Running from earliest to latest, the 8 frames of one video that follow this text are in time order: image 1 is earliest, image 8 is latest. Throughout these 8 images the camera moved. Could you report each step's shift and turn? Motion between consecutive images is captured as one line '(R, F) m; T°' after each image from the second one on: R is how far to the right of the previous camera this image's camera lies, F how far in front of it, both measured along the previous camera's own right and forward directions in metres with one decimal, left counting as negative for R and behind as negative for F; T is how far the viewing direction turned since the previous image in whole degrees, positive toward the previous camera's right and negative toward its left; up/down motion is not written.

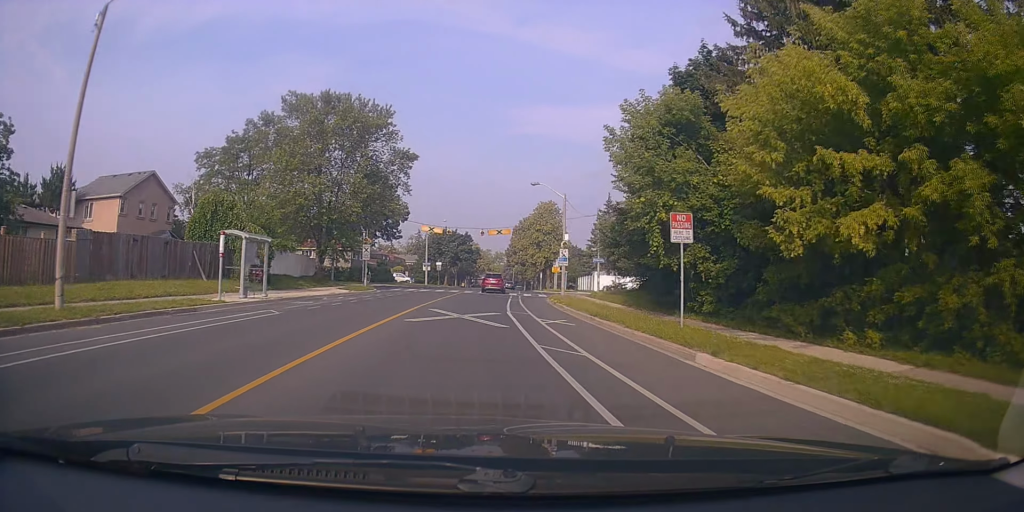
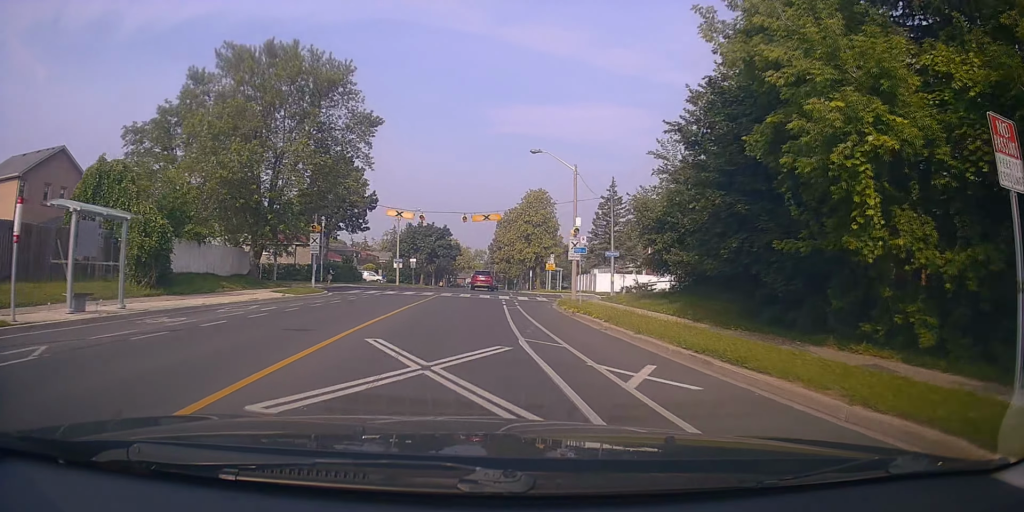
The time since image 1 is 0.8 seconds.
(+0.4, +10.9) m; +2°
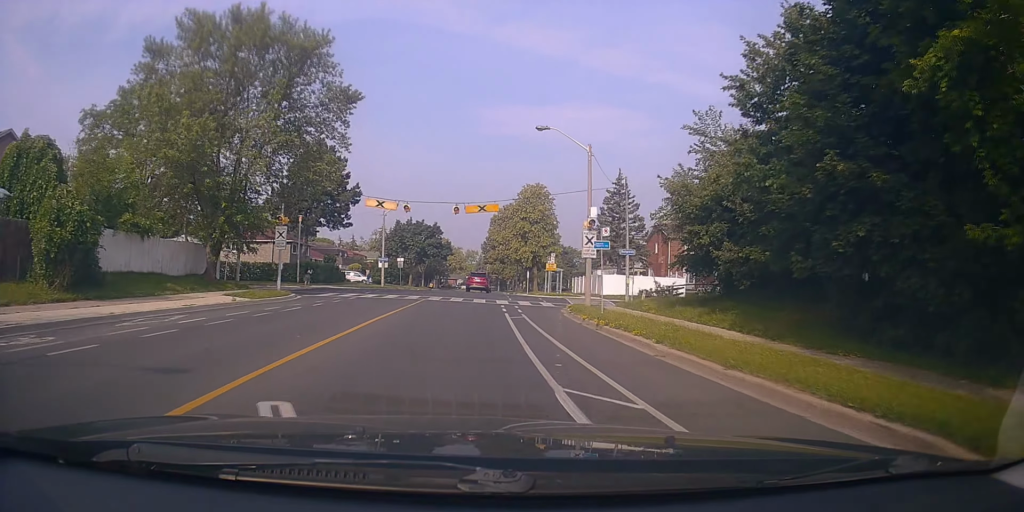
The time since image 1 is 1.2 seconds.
(+0.1, +5.6) m; +1°
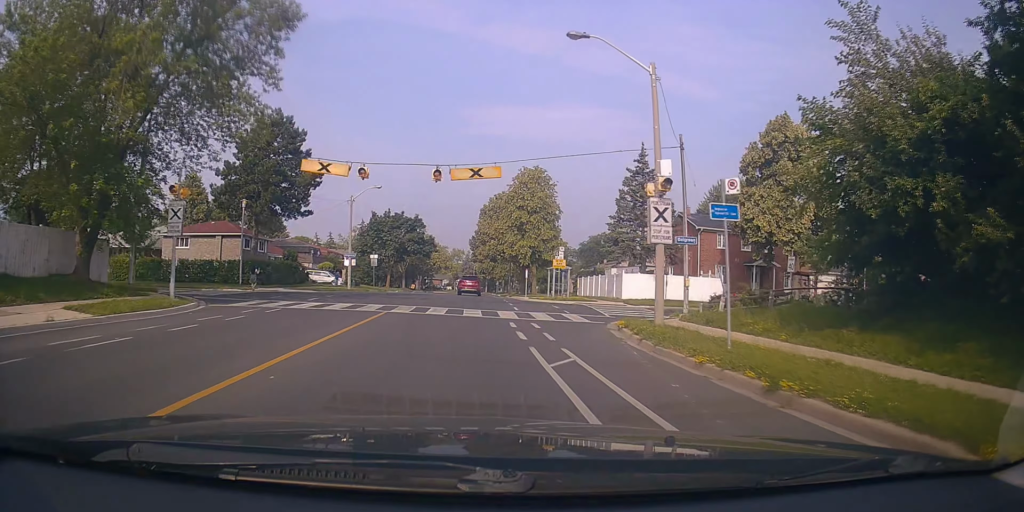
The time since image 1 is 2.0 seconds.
(-0.1, +11.8) m; +1°
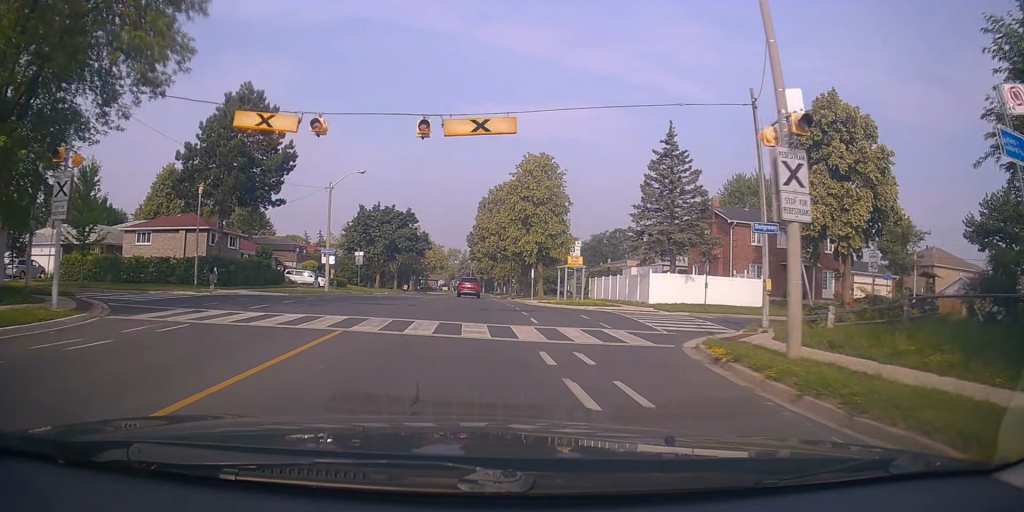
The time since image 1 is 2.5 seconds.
(+0.1, +6.6) m; +1°
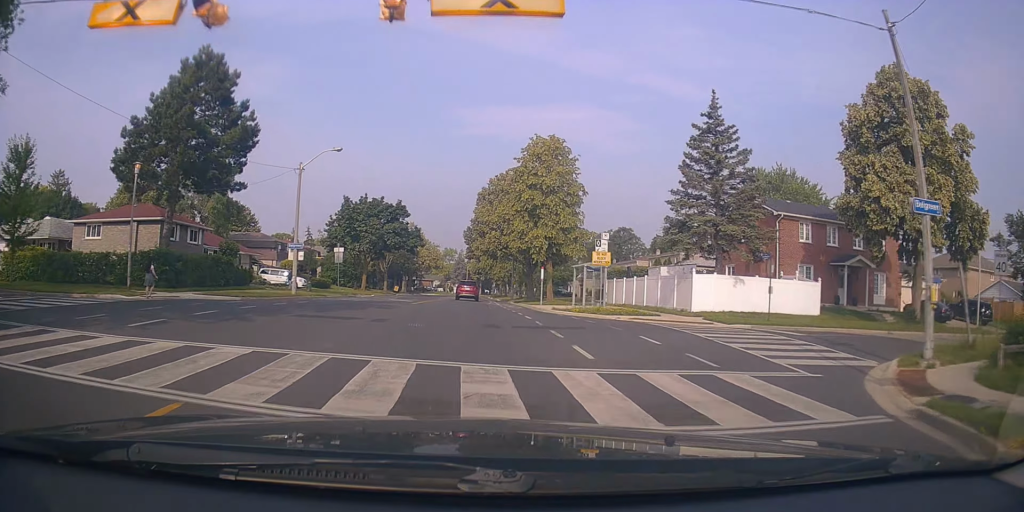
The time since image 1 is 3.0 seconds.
(0.0, +6.8) m; +1°
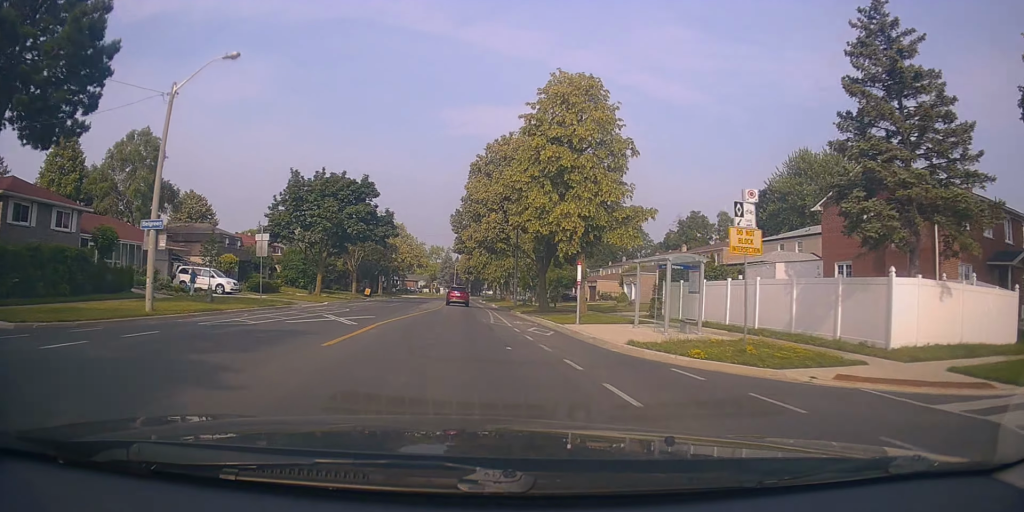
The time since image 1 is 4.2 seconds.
(+0.4, +14.5) m; +2°
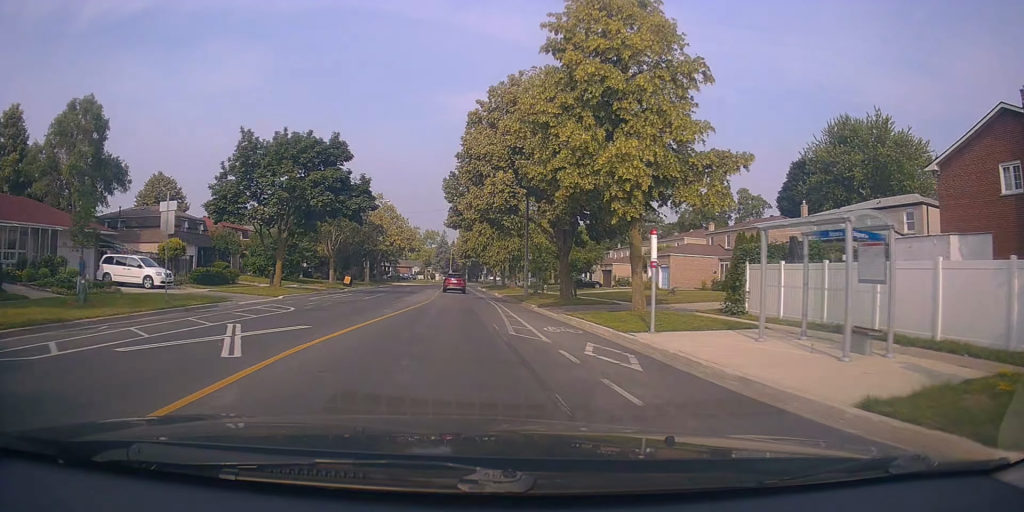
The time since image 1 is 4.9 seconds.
(0.0, +10.1) m; -1°
